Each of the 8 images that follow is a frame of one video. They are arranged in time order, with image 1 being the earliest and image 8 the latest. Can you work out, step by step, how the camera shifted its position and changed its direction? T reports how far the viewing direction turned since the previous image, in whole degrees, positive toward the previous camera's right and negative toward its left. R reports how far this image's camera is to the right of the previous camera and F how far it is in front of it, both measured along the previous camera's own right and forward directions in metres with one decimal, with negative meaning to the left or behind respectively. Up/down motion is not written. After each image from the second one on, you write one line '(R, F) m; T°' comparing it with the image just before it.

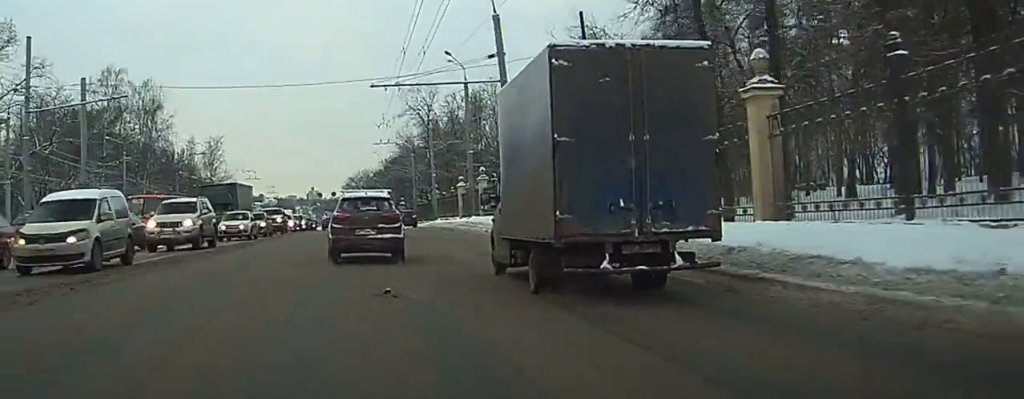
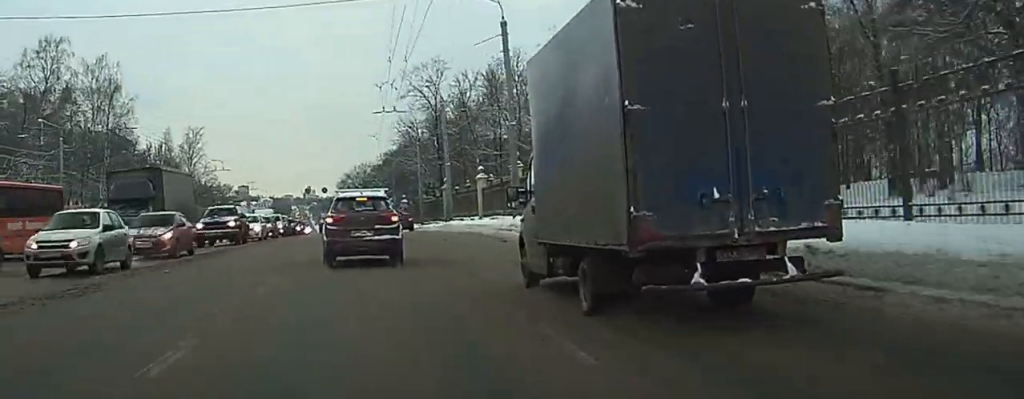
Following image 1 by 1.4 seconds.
(0.0, +18.9) m; 0°
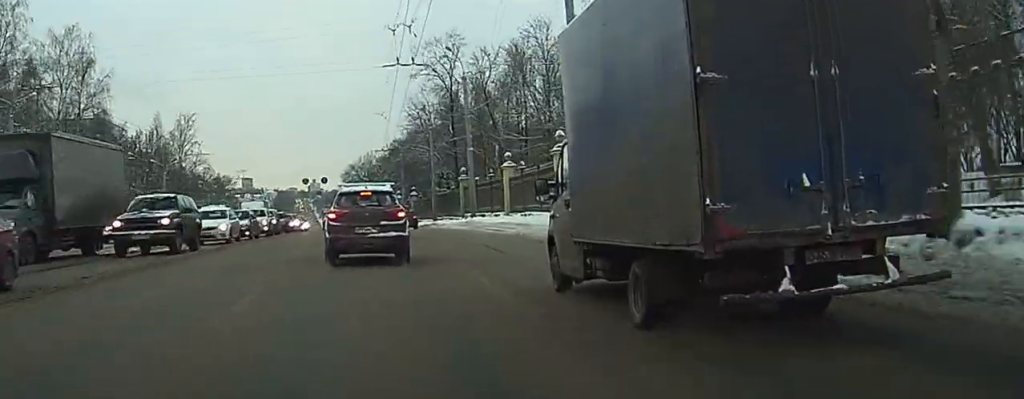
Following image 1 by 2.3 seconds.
(0.0, +12.3) m; 0°
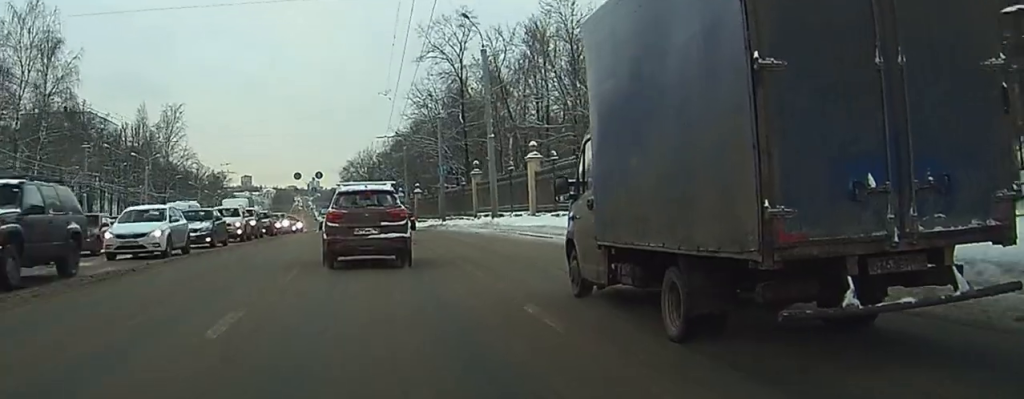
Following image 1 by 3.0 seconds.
(0.0, +10.2) m; 0°
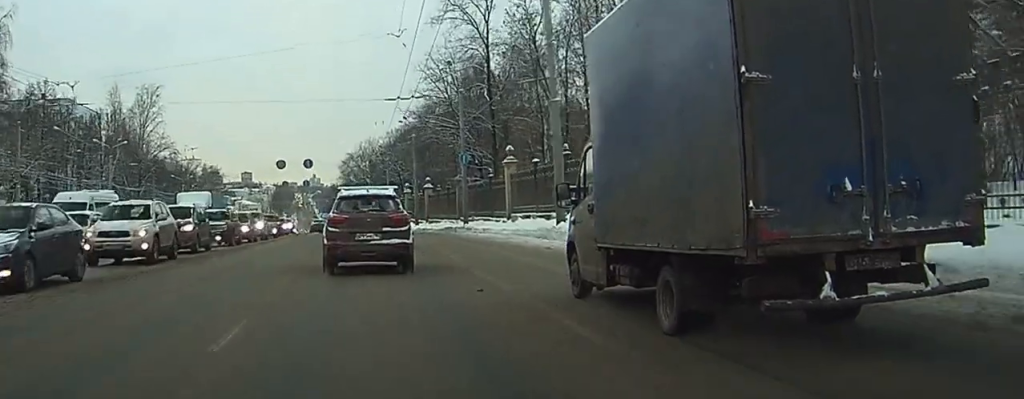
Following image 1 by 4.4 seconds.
(0.0, +17.5) m; -1°
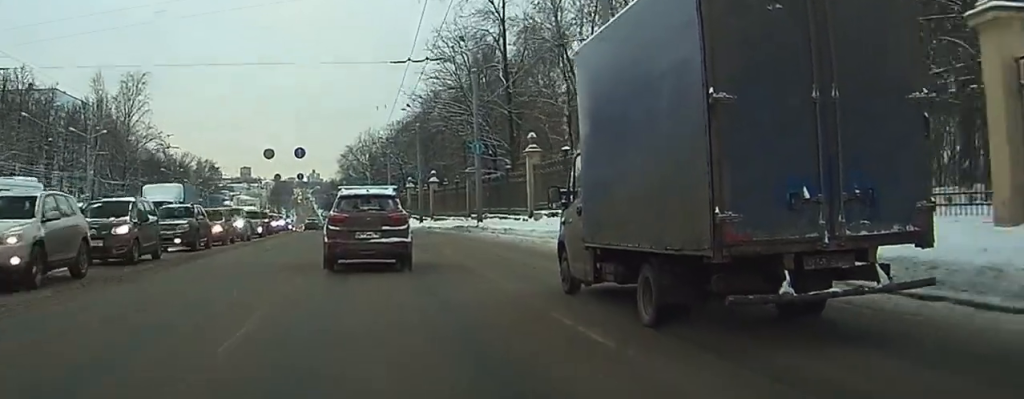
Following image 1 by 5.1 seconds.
(0.0, +8.3) m; 0°
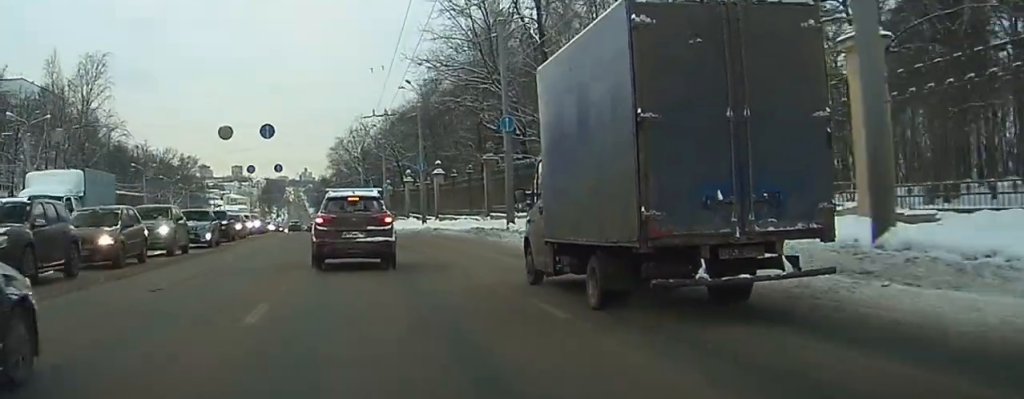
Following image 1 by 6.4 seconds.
(0.0, +14.7) m; 0°
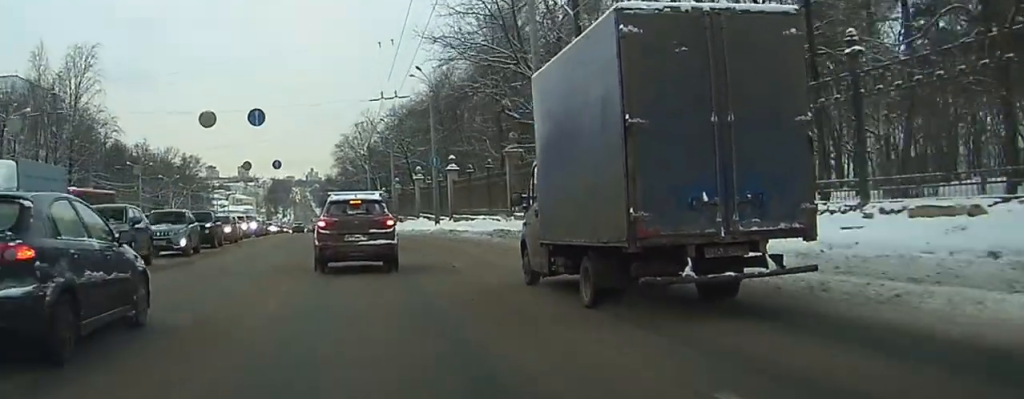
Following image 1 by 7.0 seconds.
(0.0, +6.2) m; 0°
